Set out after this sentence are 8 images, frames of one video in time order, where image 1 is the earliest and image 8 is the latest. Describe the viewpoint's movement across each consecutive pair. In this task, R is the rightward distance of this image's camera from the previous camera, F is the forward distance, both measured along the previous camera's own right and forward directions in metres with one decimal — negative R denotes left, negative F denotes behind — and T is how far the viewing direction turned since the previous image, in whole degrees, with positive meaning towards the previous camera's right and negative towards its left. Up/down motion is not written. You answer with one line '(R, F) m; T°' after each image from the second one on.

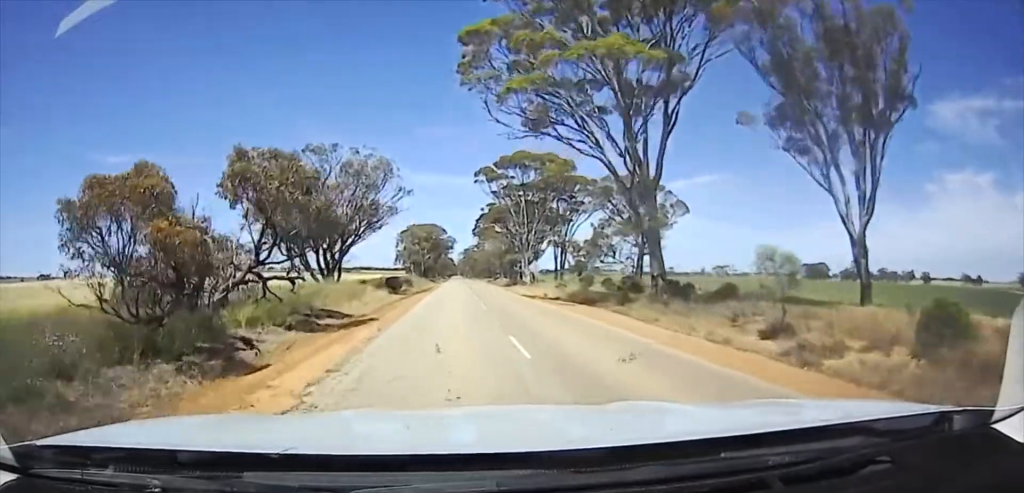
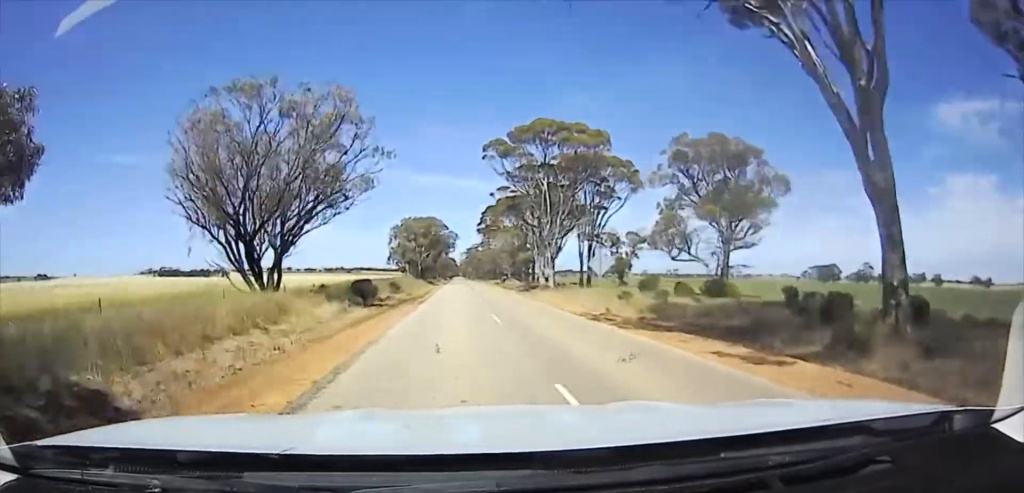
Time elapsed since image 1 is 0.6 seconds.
(-0.1, +19.9) m; 0°
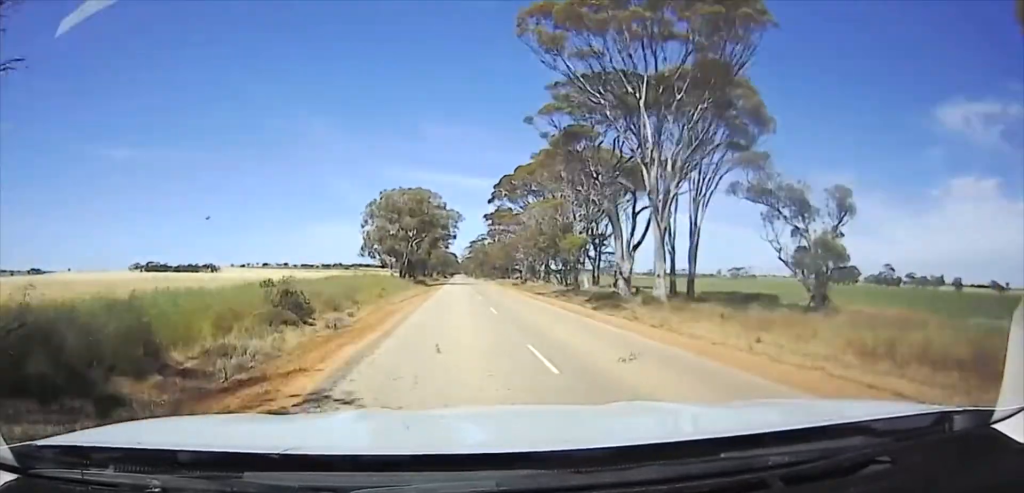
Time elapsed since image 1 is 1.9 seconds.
(+0.4, +35.0) m; +2°
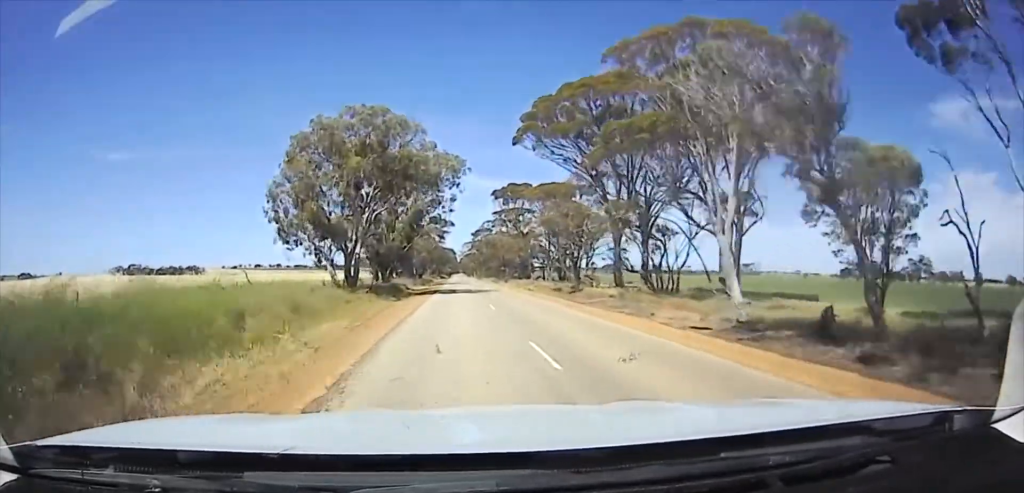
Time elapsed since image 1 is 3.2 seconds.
(+0.9, +32.0) m; +2°
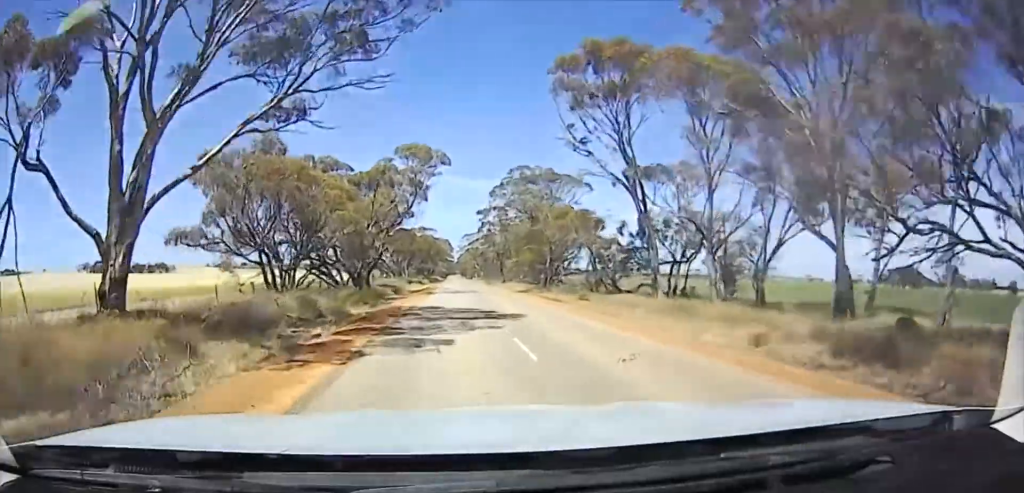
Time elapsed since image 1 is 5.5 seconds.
(-1.1, +49.6) m; -2°
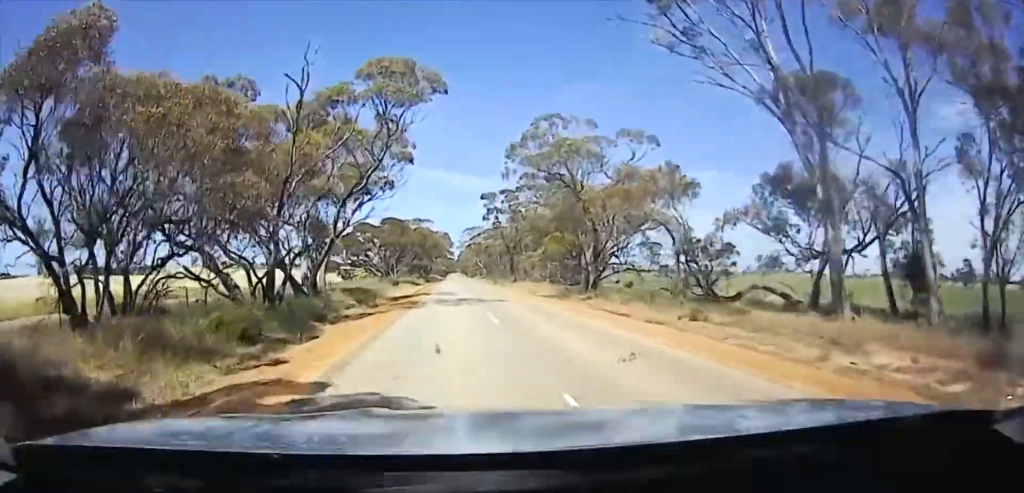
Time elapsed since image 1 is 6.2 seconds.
(0.0, +16.5) m; 0°
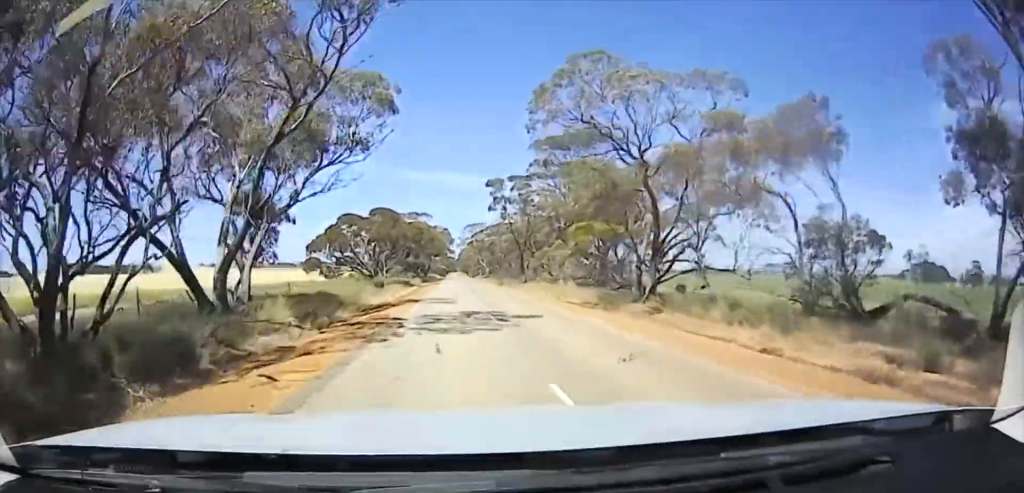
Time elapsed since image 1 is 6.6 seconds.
(0.0, +10.2) m; 0°
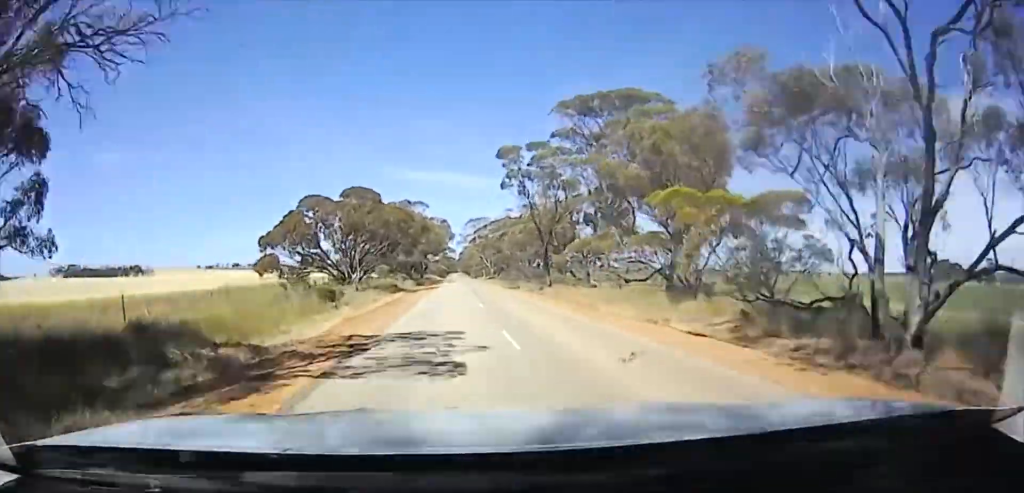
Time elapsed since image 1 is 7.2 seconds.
(0.0, +14.9) m; 0°
